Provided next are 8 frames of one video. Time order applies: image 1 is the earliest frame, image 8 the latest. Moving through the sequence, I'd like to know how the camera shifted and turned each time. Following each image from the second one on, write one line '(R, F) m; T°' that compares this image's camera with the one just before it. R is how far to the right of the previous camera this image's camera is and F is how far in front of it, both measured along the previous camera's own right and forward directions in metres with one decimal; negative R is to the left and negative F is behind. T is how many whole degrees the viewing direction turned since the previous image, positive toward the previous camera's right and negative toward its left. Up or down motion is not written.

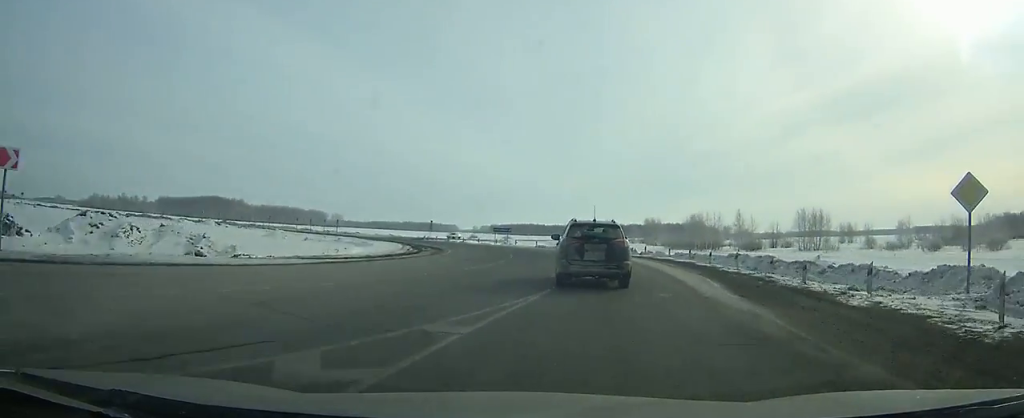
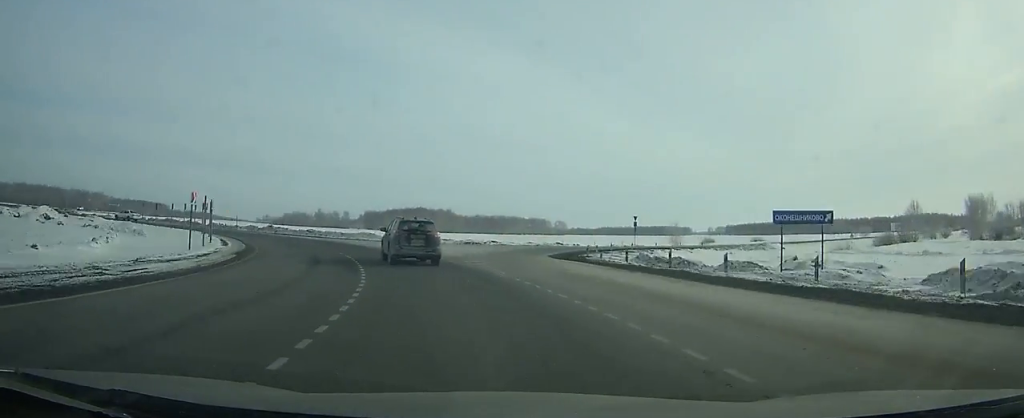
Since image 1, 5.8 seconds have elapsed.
(+1.2, +66.6) m; -20°
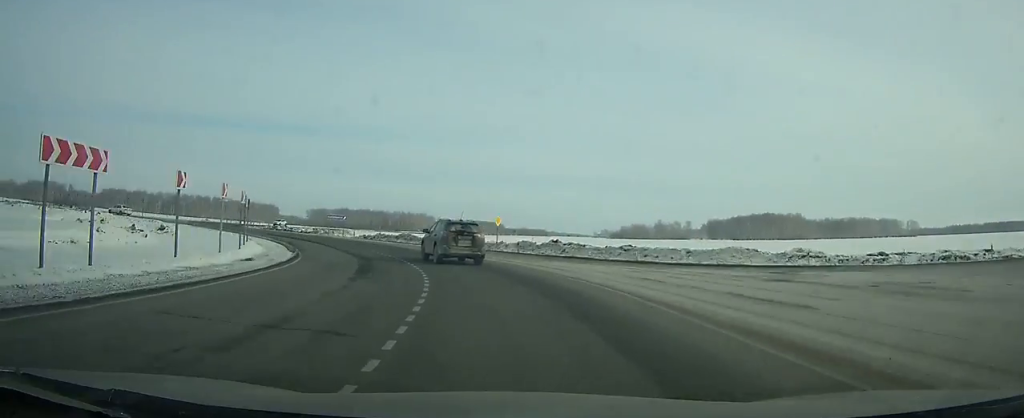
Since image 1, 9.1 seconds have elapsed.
(-9.6, +34.3) m; -30°
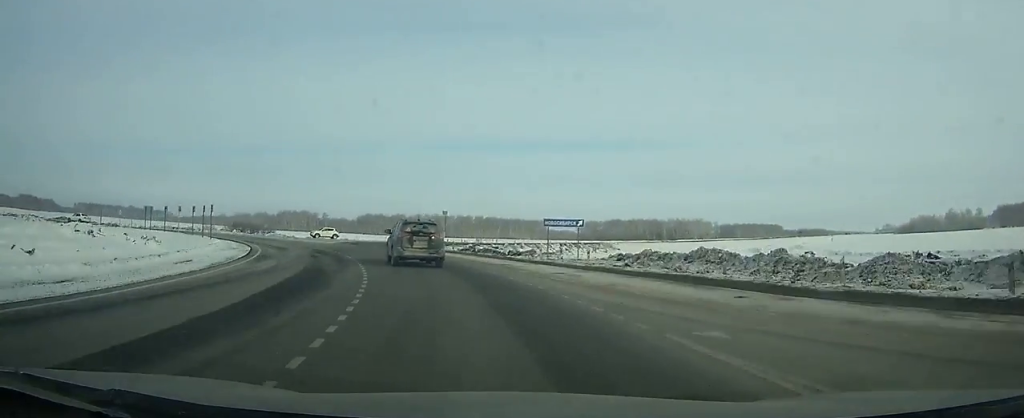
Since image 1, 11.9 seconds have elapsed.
(-6.4, +29.2) m; -21°
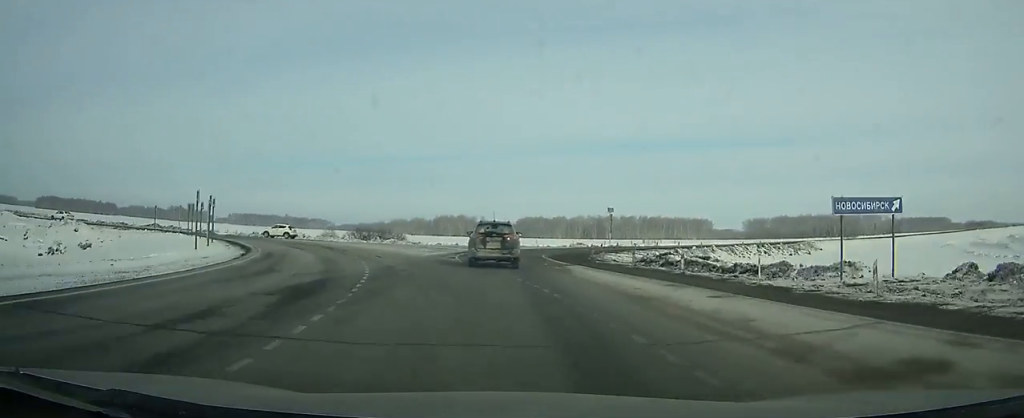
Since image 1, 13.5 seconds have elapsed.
(-3.1, +18.1) m; -6°
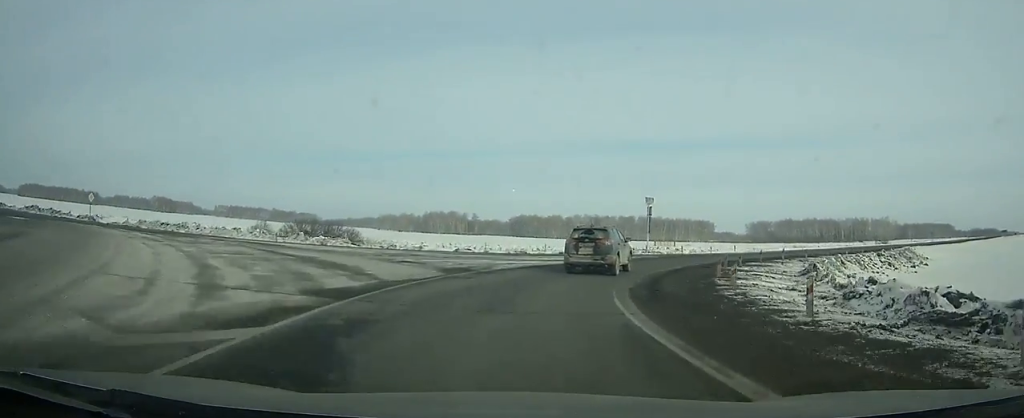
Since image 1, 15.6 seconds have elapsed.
(-0.8, +25.4) m; +5°
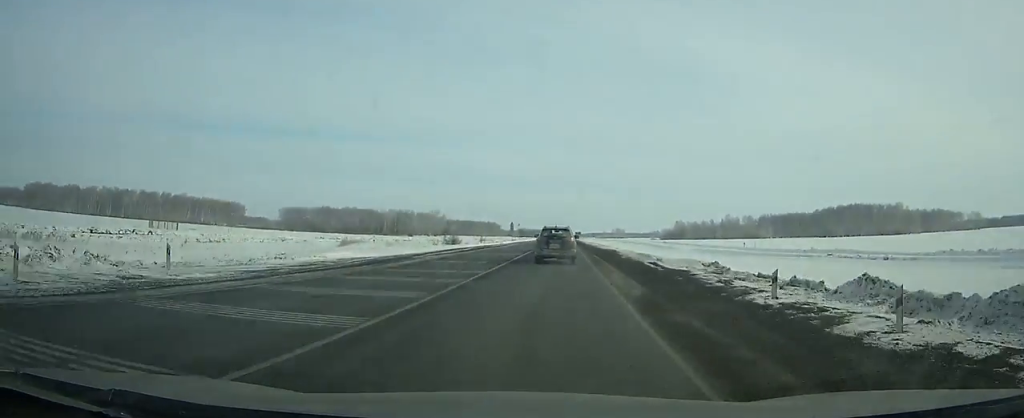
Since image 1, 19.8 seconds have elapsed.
(+9.9, +51.2) m; +25°
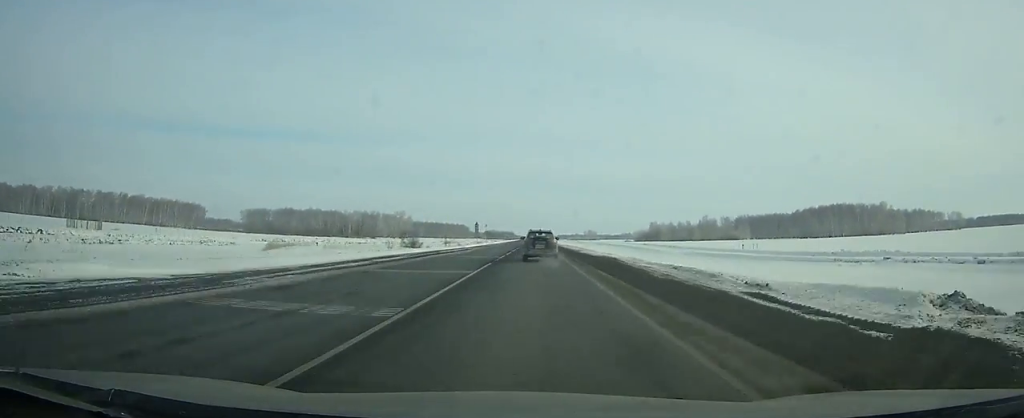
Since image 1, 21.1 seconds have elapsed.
(+1.8, +19.0) m; +5°
